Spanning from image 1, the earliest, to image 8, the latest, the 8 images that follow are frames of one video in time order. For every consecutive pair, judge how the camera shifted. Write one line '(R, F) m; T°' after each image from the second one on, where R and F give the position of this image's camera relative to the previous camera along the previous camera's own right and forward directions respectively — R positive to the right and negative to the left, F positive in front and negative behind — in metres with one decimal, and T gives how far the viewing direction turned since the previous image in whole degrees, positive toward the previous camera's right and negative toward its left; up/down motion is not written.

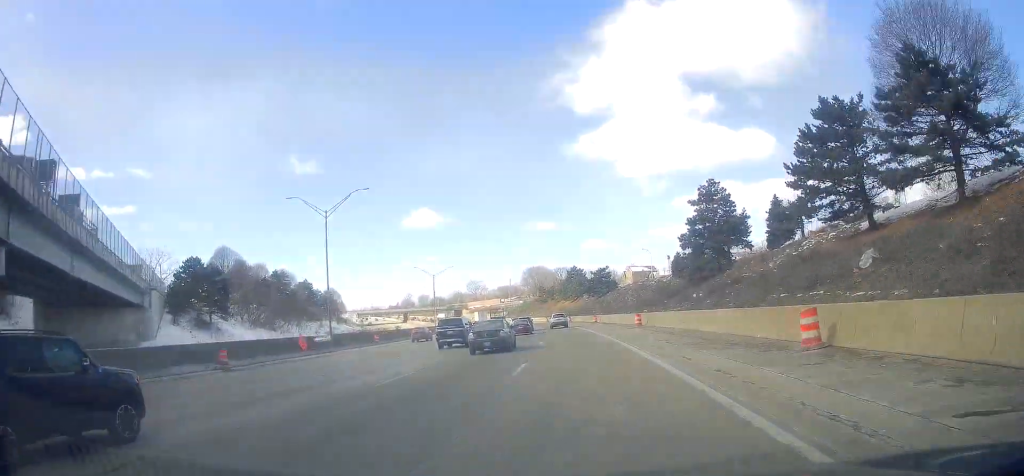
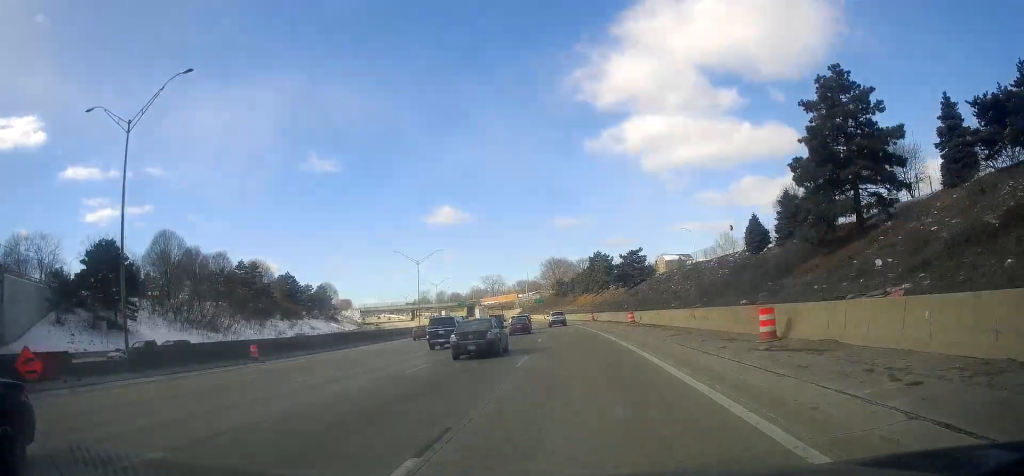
(-0.6, +28.3) m; -3°
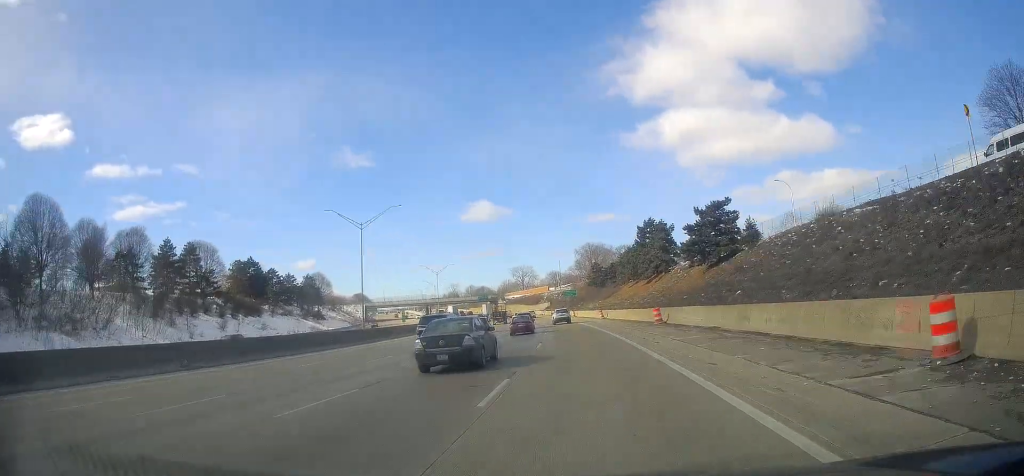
(-1.6, +39.6) m; -4°
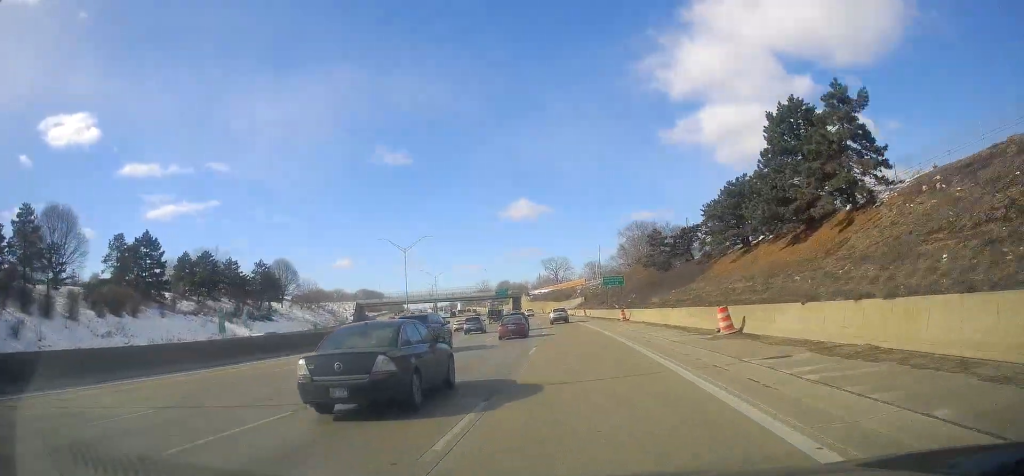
(-1.7, +50.1) m; -5°
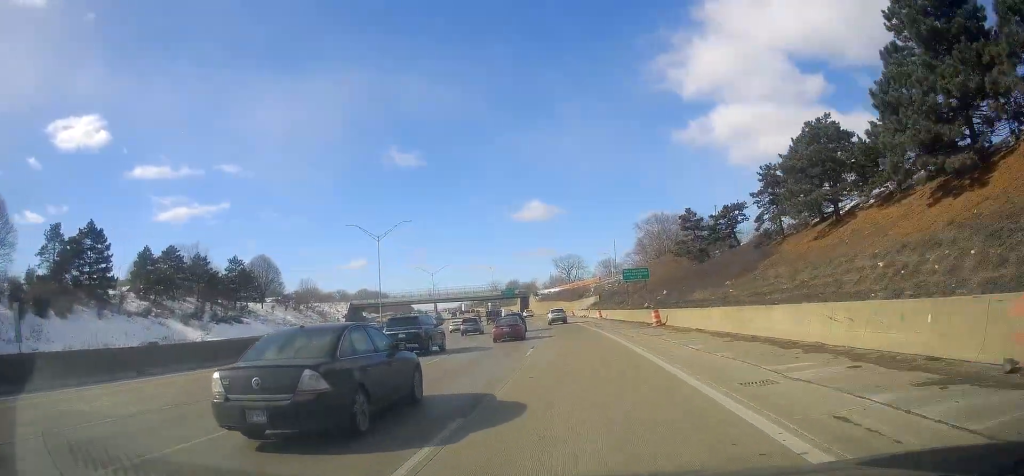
(-0.3, +16.8) m; -2°
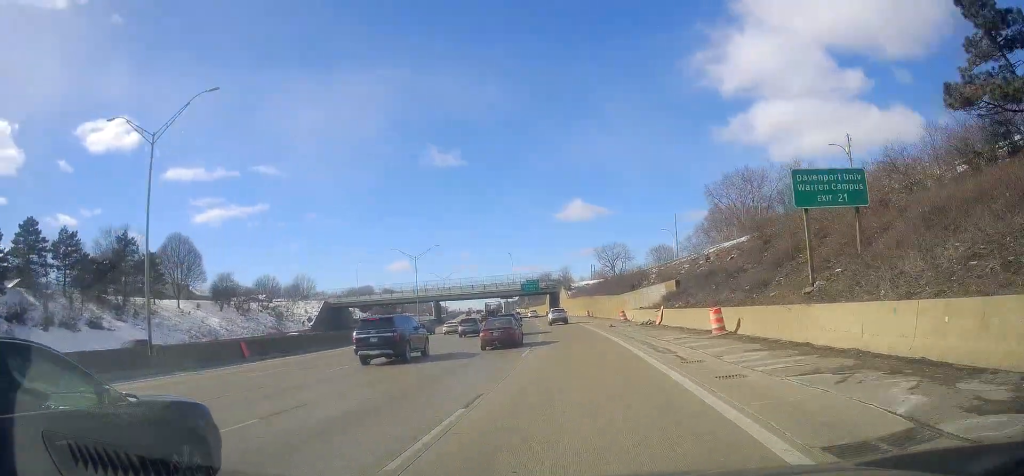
(-1.8, +46.4) m; -3°
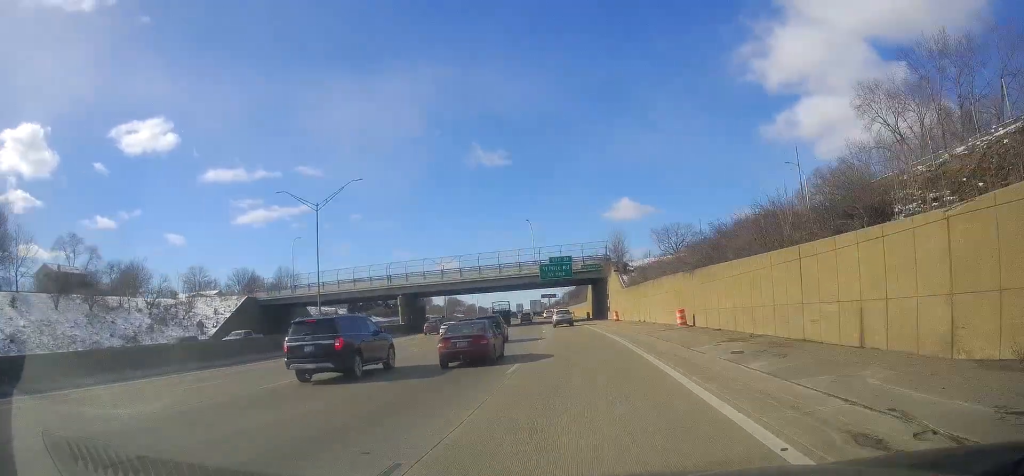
(-1.8, +52.2) m; -5°
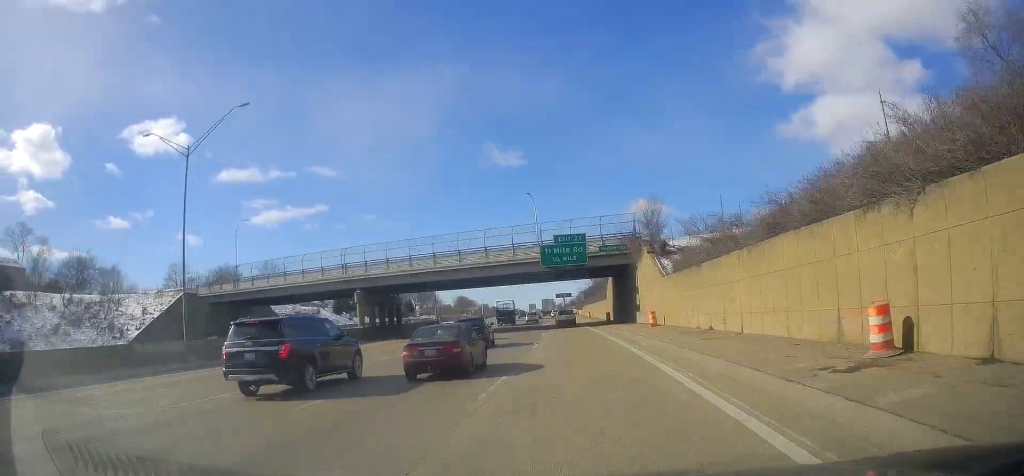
(-0.4, +20.5) m; -1°
